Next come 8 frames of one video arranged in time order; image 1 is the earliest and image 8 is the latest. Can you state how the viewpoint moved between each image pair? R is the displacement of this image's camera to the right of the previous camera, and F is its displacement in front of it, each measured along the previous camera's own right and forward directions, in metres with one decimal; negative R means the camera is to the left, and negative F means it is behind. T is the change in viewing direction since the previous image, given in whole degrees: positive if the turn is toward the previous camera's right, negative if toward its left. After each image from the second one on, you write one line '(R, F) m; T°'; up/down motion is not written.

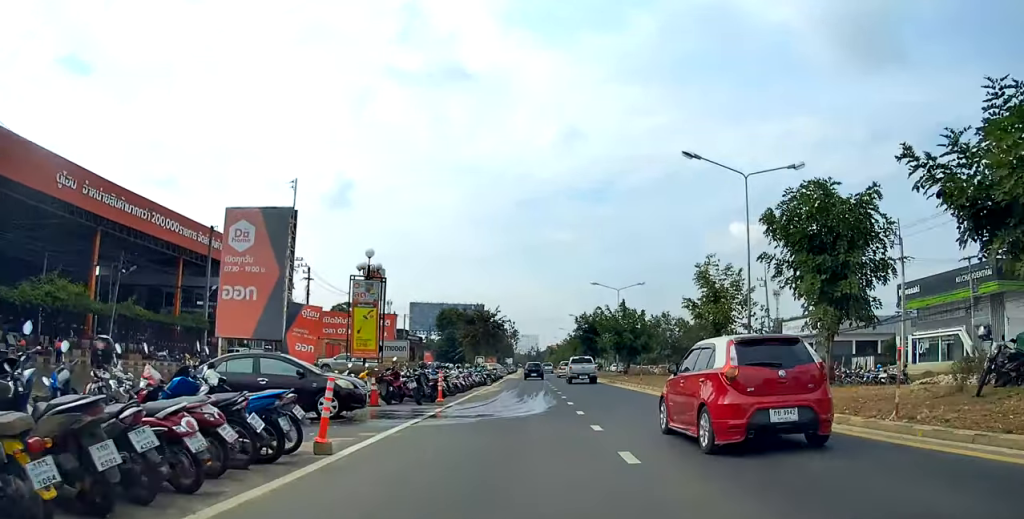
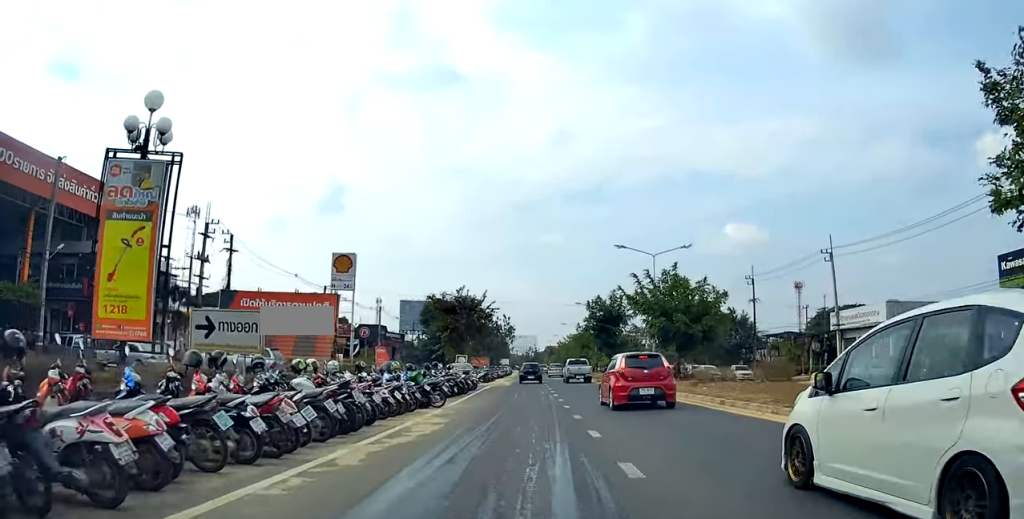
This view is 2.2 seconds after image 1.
(-0.1, +21.2) m; -1°
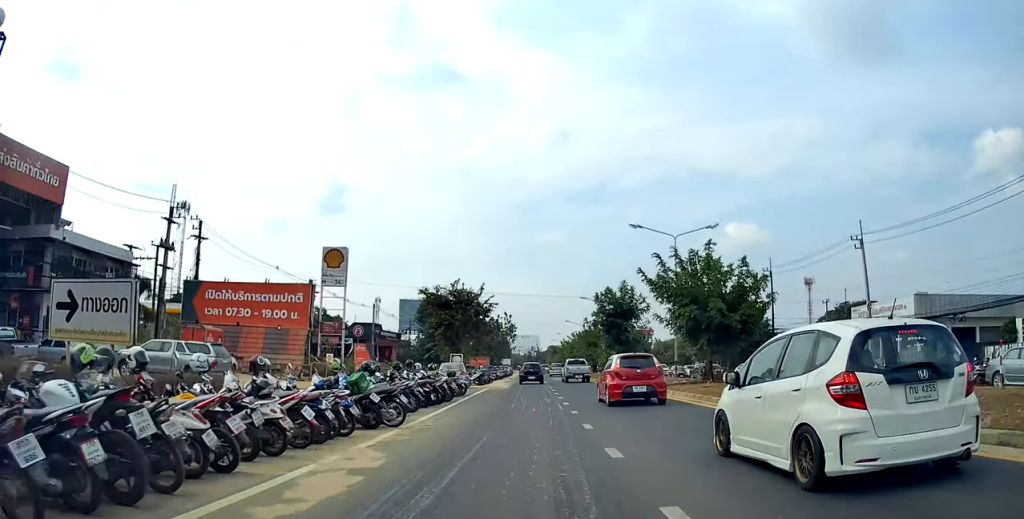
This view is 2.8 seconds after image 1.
(0.0, +6.5) m; 0°
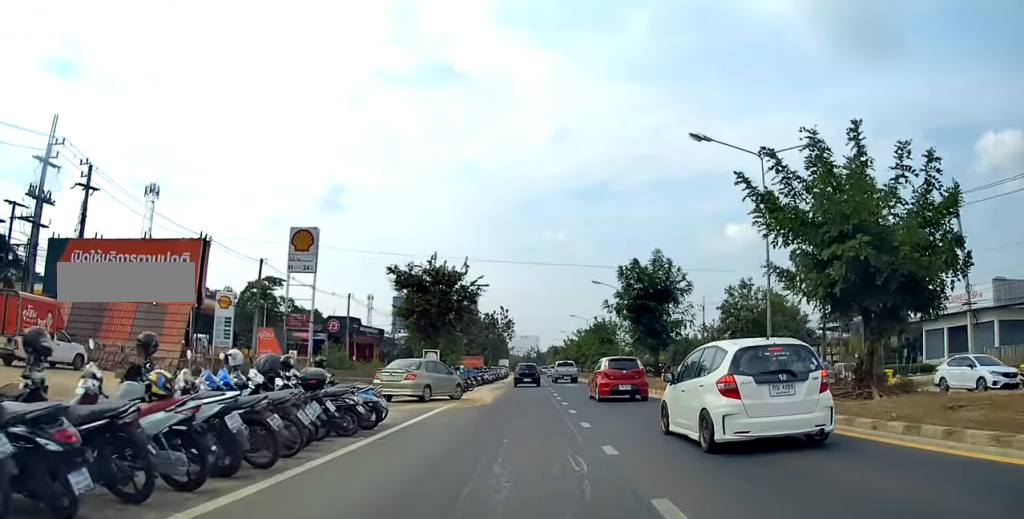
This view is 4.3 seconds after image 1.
(0.0, +15.8) m; 0°
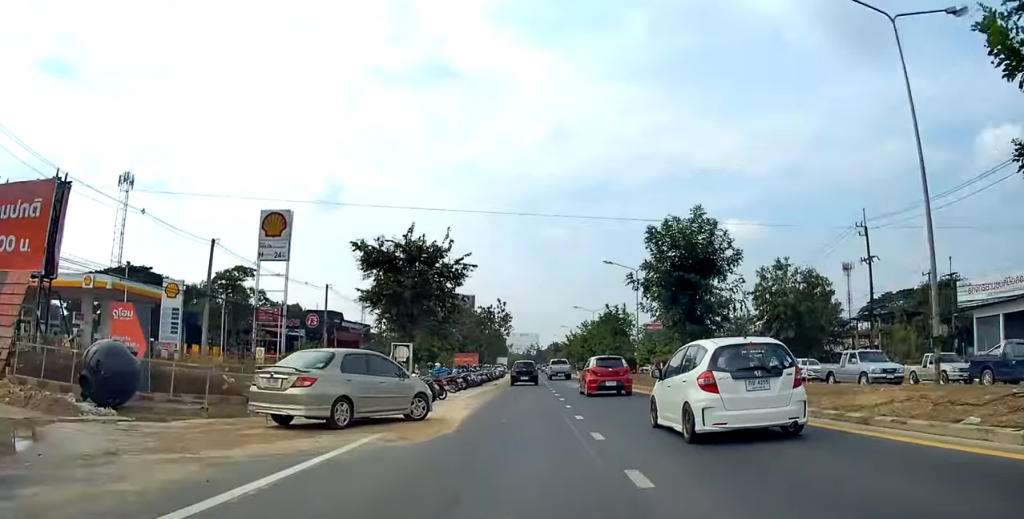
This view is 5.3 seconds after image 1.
(+0.1, +10.5) m; 0°
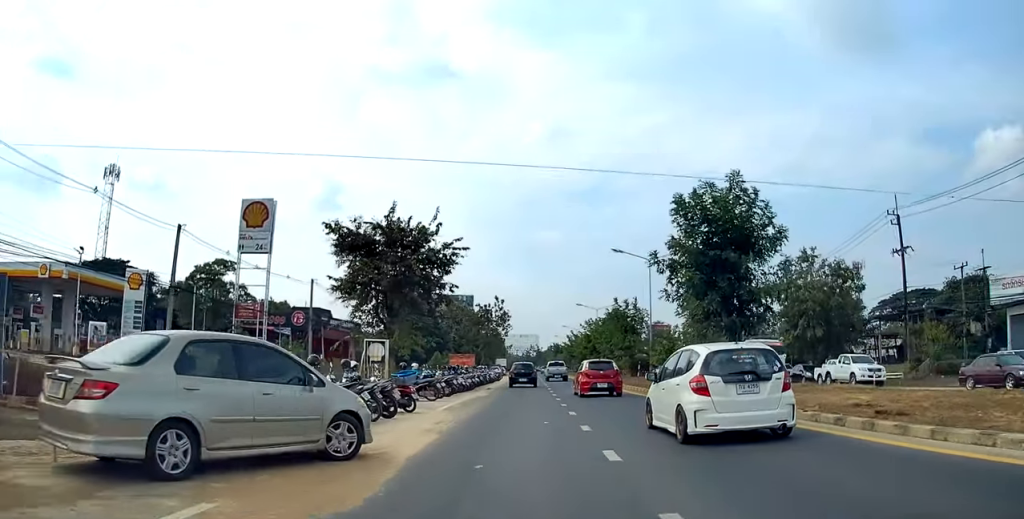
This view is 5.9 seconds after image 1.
(0.0, +6.1) m; +1°
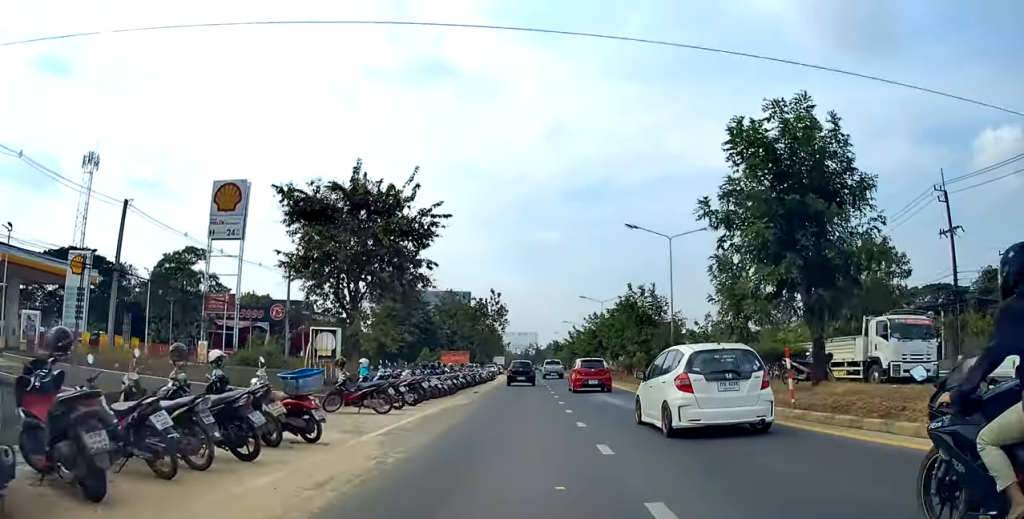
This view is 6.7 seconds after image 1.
(-0.1, +7.8) m; +2°
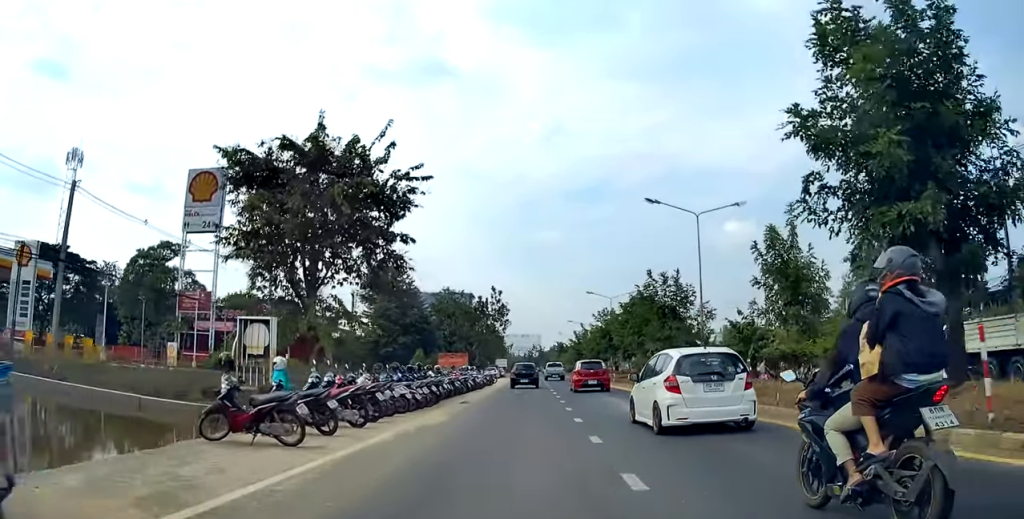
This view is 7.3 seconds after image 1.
(+0.3, +6.1) m; 0°
